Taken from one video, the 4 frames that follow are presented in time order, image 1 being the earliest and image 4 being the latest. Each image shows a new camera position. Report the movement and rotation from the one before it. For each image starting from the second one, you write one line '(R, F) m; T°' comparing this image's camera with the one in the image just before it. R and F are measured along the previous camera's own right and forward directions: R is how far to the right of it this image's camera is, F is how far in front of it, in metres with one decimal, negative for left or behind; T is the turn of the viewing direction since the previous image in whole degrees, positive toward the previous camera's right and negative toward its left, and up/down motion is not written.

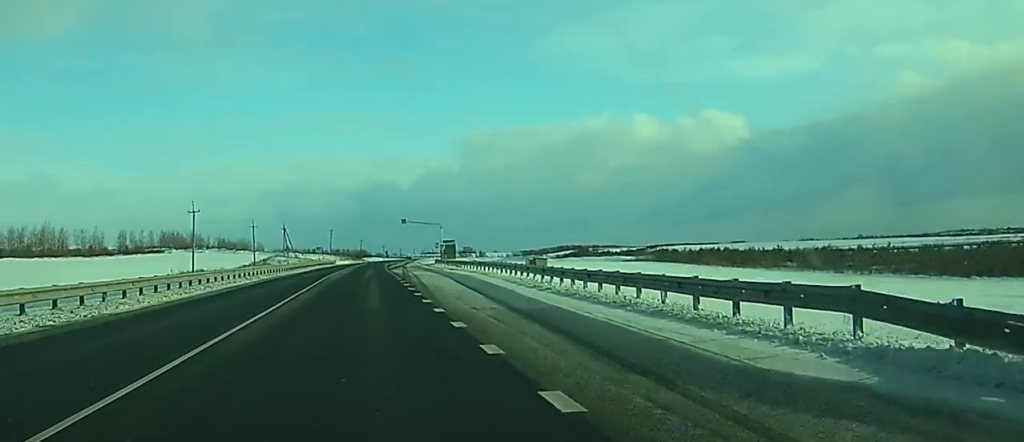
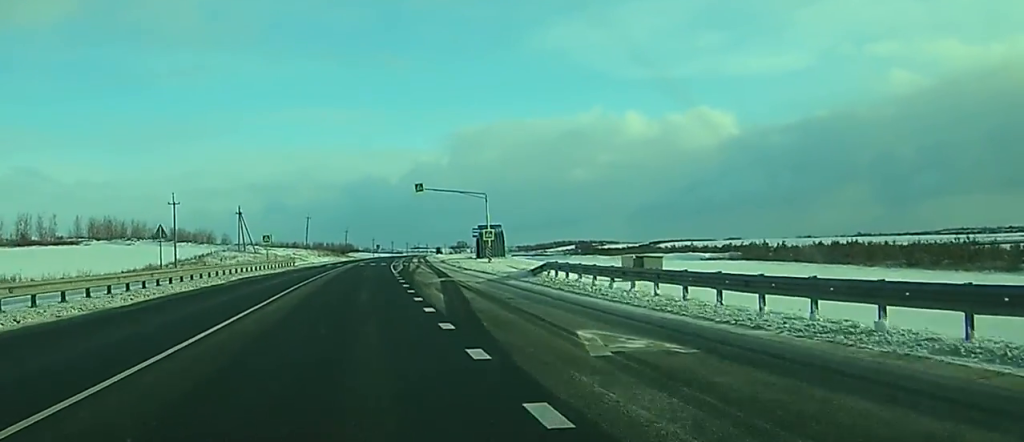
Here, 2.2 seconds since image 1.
(+0.3, +64.2) m; 0°
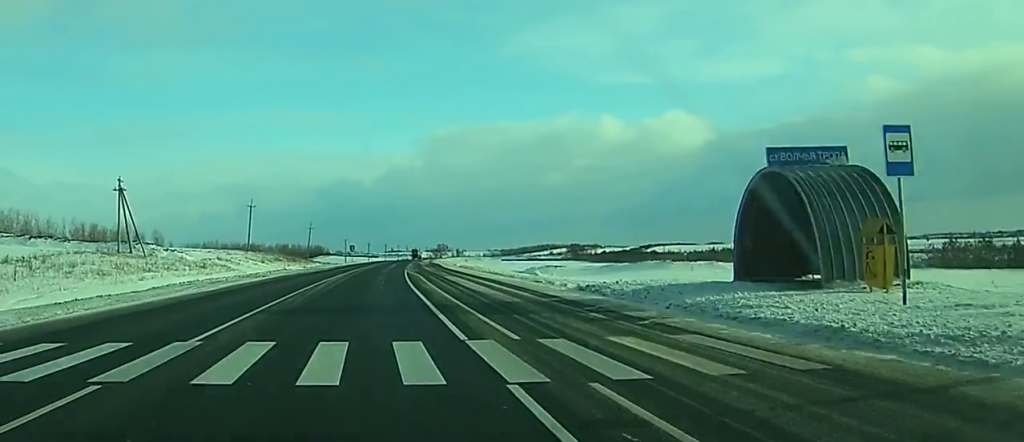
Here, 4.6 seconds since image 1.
(+0.6, +70.0) m; +1°
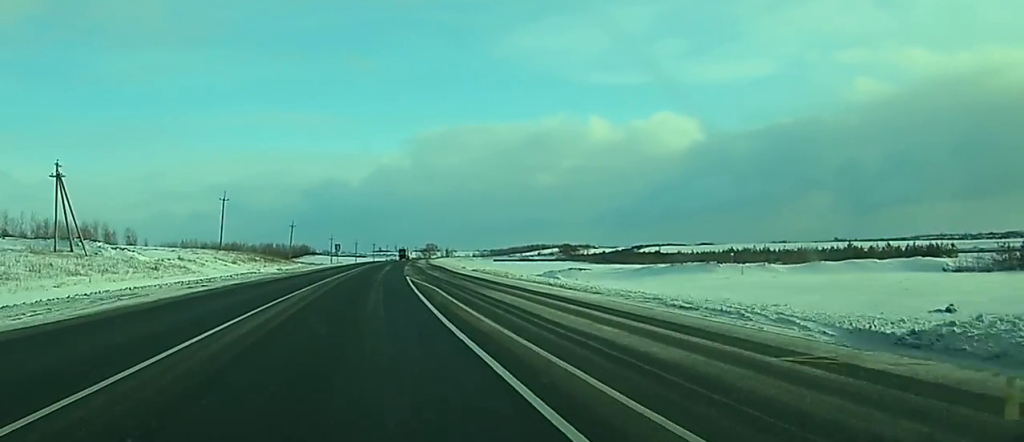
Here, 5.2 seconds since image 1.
(0.0, +17.3) m; +1°
